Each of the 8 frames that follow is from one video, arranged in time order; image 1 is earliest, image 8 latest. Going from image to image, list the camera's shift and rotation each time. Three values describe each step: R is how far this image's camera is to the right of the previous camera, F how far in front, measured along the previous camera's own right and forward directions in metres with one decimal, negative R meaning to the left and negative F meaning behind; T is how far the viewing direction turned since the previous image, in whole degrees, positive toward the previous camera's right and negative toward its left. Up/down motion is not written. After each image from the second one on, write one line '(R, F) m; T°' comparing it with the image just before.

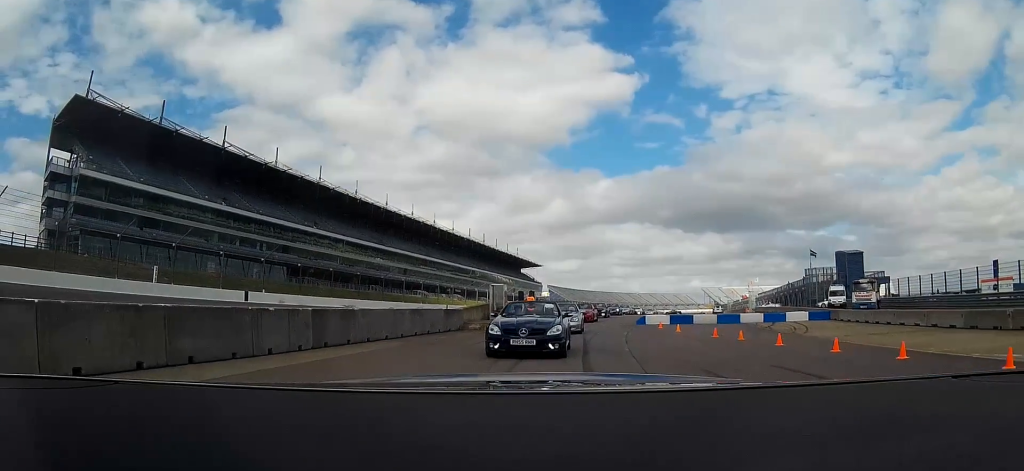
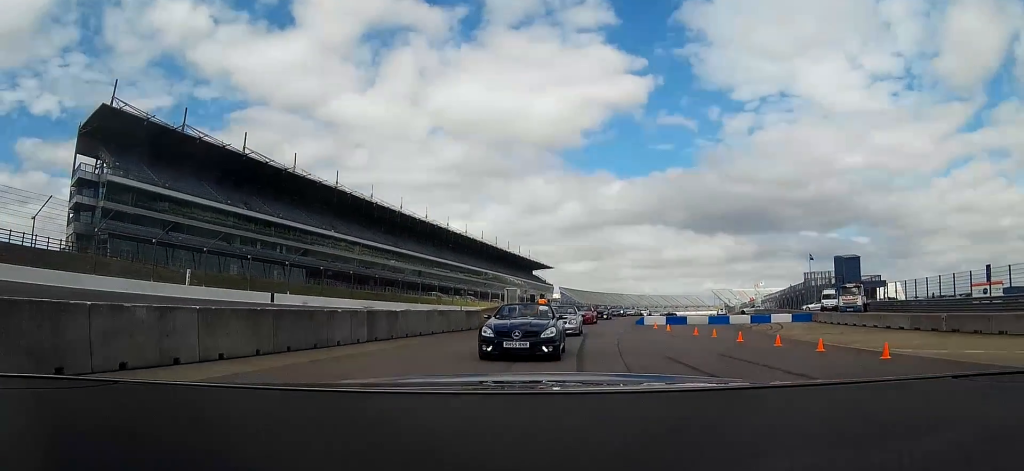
(0.0, +4.7) m; 0°
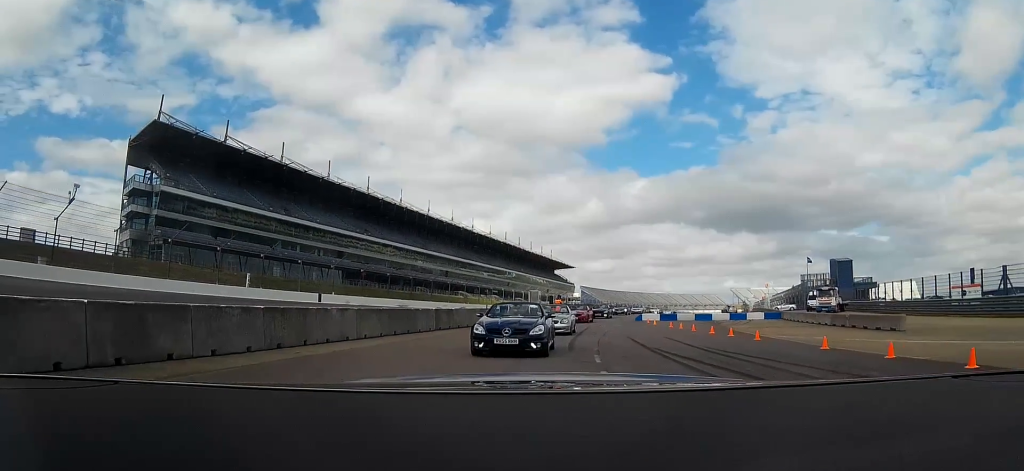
(+0.2, +10.0) m; +1°
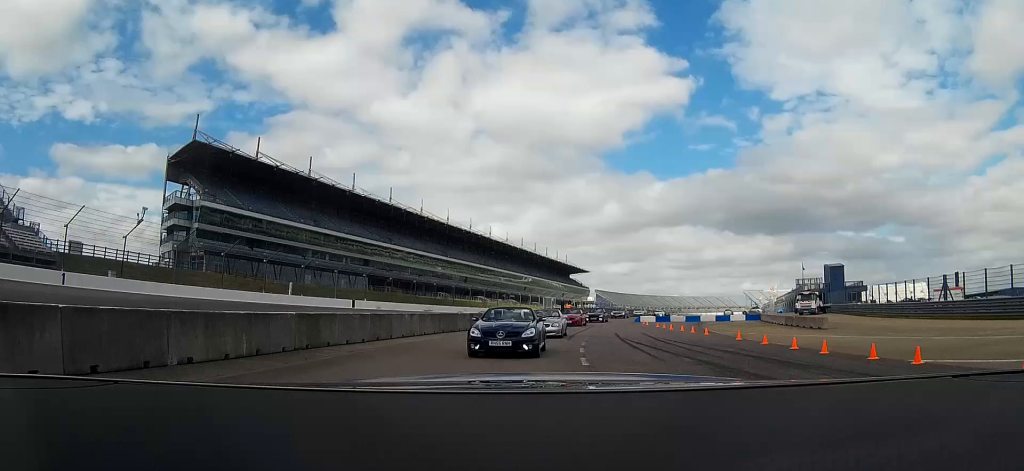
(-0.2, +9.2) m; -2°
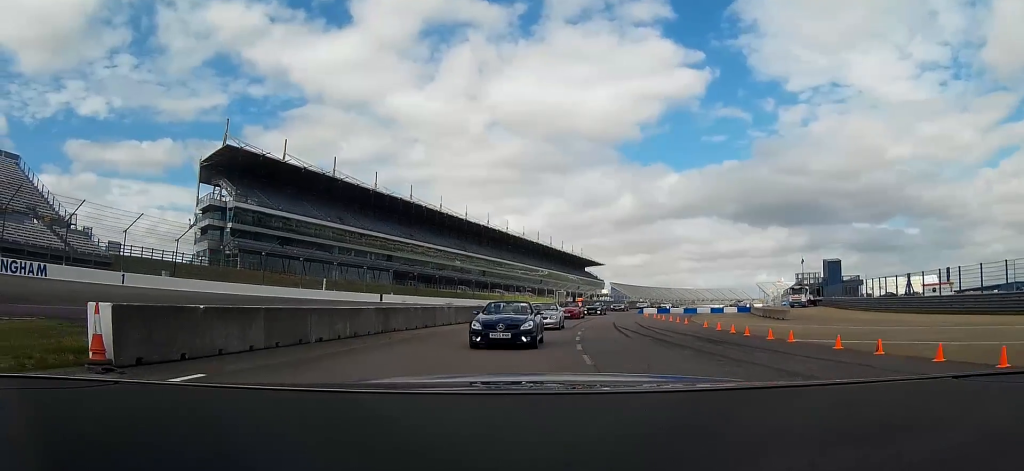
(-0.2, +7.6) m; -2°
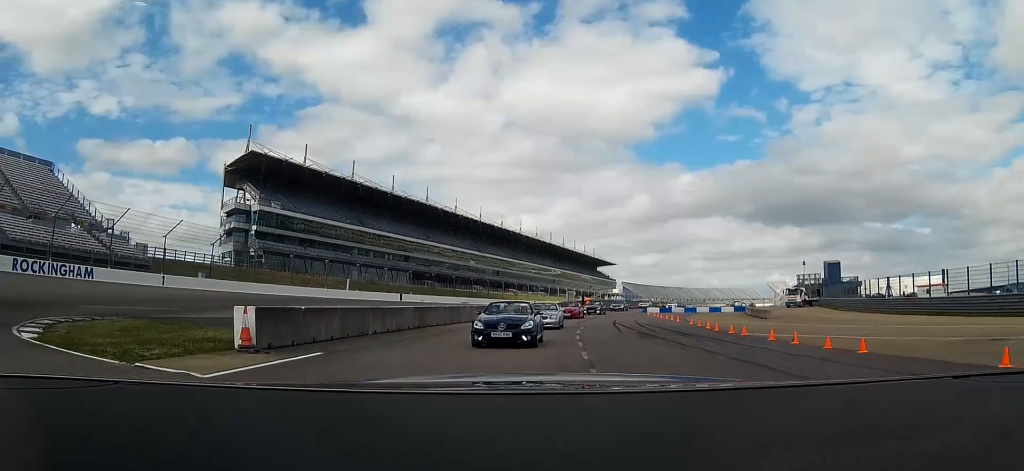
(-0.1, +5.6) m; -2°
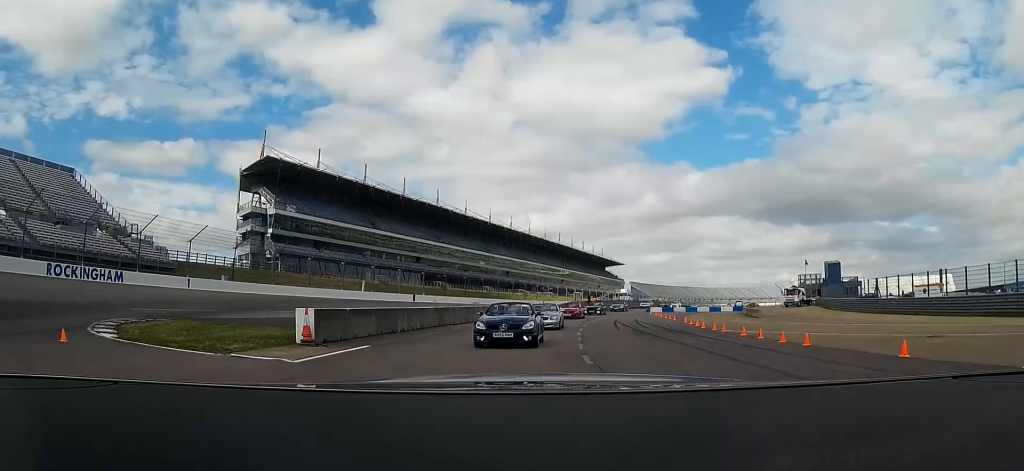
(-0.1, +3.8) m; -1°
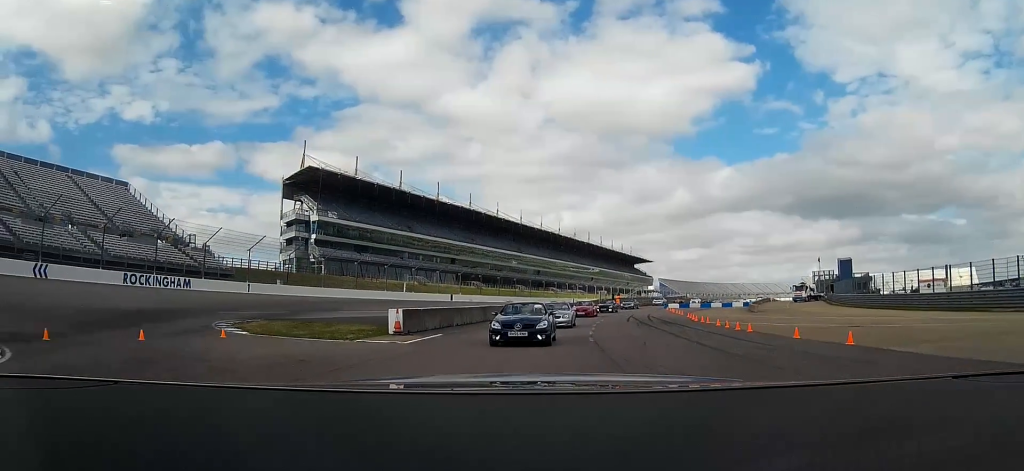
(-0.2, +8.0) m; -1°
